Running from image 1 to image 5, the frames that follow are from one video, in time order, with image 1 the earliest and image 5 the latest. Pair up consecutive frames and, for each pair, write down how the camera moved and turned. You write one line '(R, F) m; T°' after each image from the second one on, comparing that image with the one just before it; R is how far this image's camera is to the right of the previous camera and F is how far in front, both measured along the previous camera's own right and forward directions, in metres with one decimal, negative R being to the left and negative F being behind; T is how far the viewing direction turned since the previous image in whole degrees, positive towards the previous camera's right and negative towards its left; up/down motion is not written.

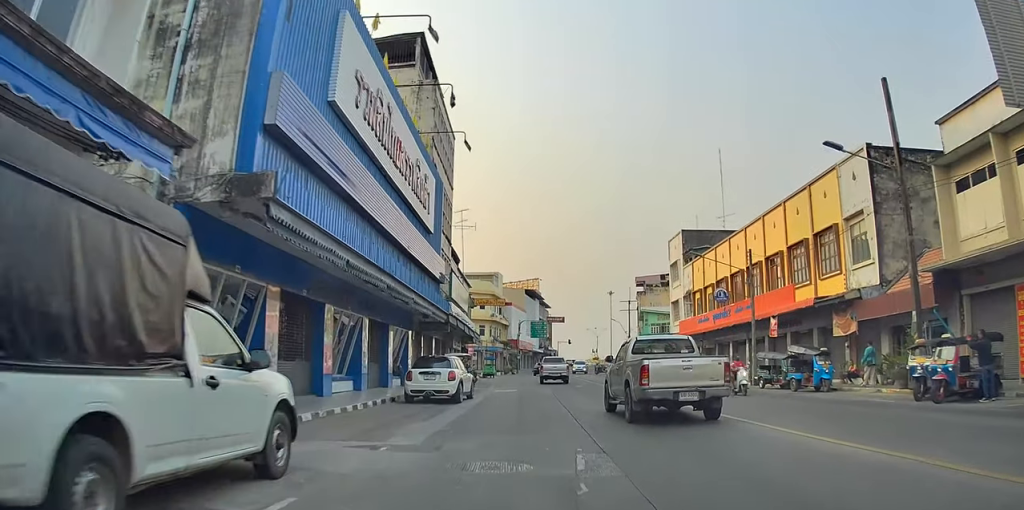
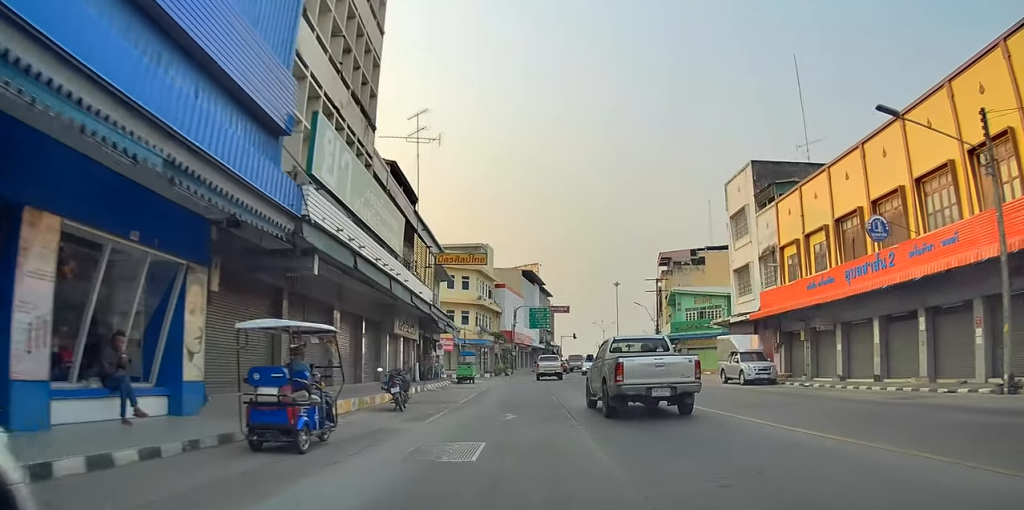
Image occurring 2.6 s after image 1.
(+0.3, +21.1) m; 0°
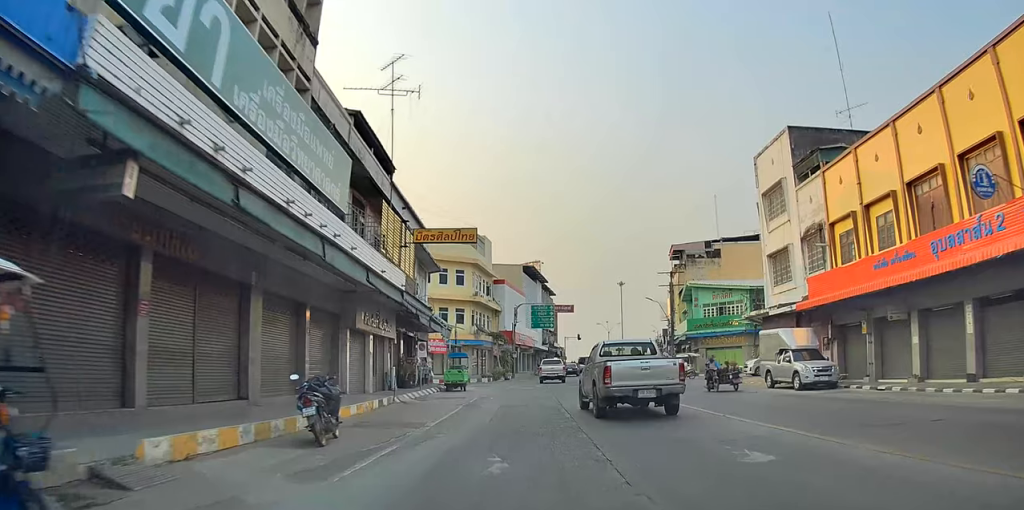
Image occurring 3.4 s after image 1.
(-0.3, +6.3) m; 0°
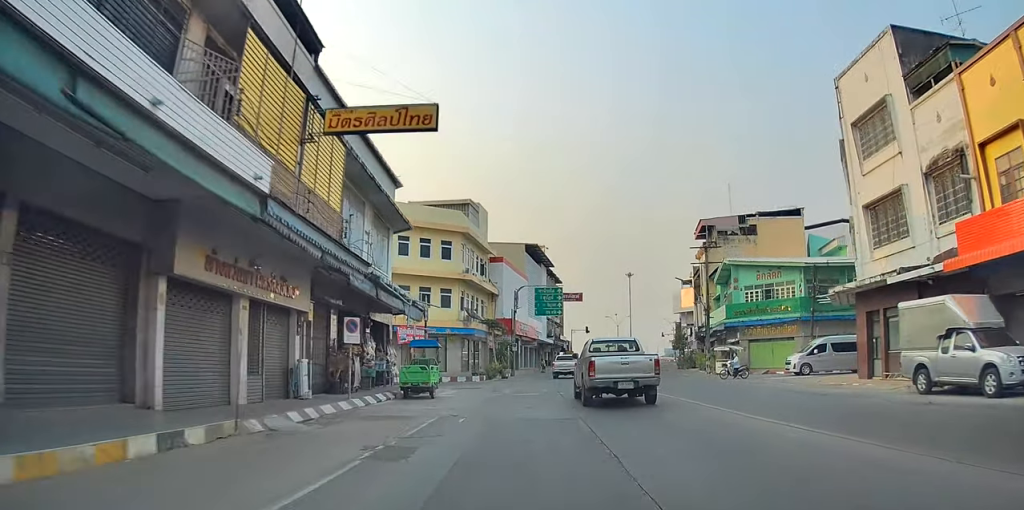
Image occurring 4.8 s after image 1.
(+0.6, +11.7) m; +6°
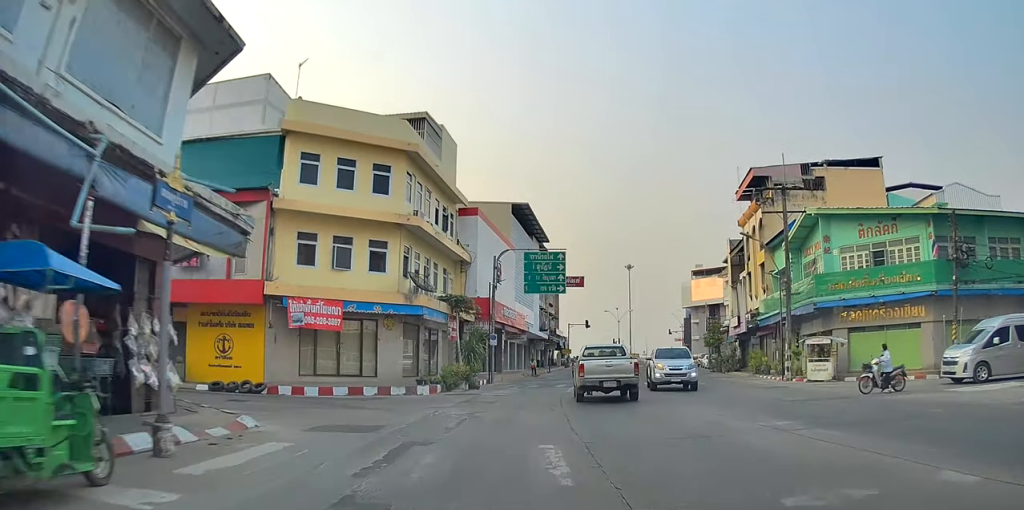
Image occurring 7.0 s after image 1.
(+0.2, +18.3) m; +2°
